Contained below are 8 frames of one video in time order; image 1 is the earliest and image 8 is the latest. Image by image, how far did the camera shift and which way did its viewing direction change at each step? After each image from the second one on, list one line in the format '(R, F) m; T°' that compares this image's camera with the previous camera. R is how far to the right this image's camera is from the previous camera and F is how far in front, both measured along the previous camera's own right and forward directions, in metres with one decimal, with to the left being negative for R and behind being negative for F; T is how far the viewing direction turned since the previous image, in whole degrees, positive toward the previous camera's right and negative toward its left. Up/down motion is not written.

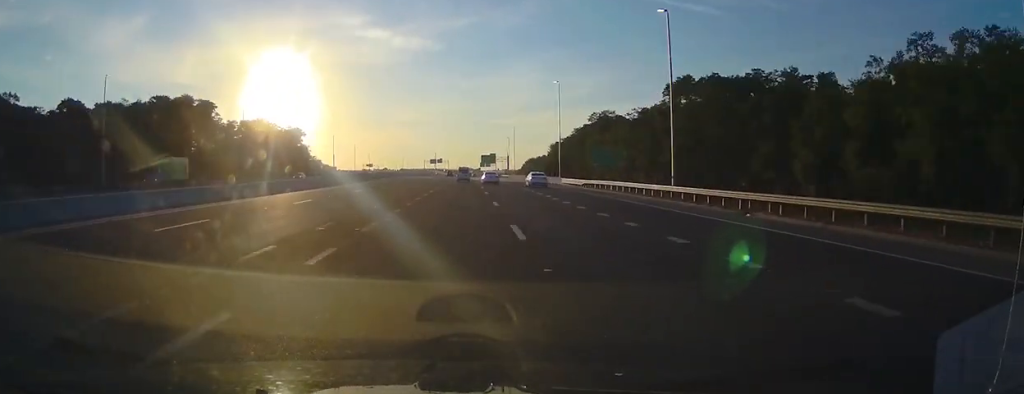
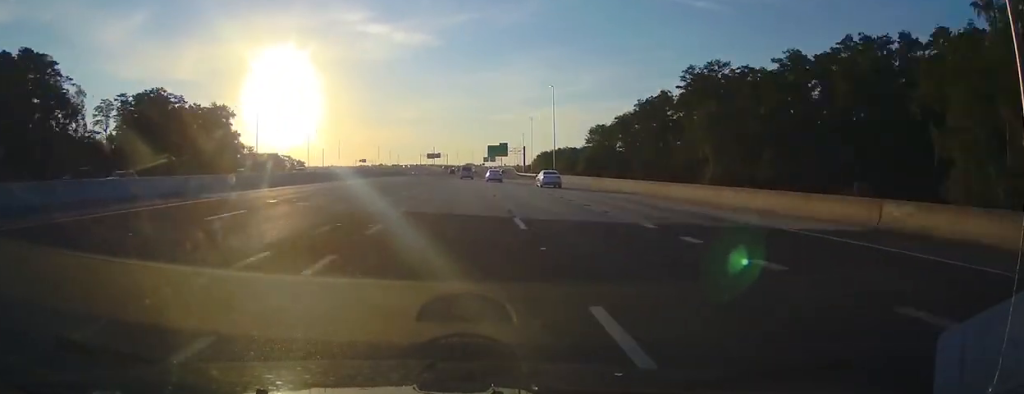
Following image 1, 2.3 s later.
(-0.4, +70.5) m; 0°
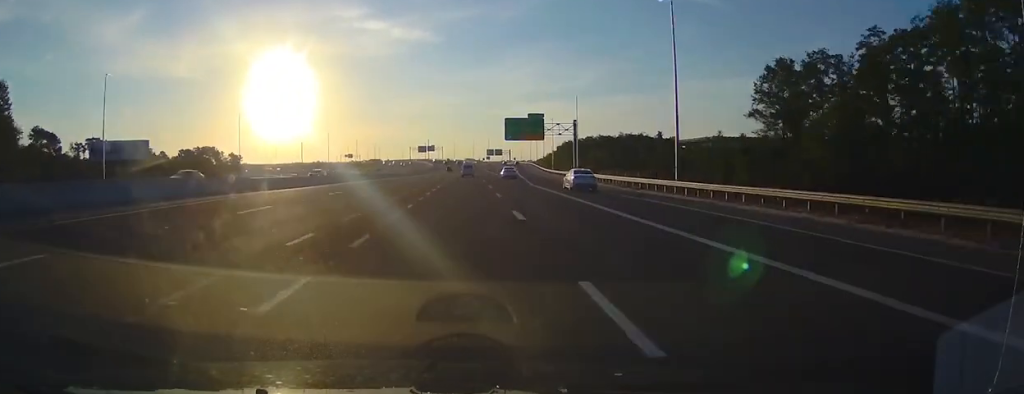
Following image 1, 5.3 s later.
(+0.5, +99.4) m; 0°
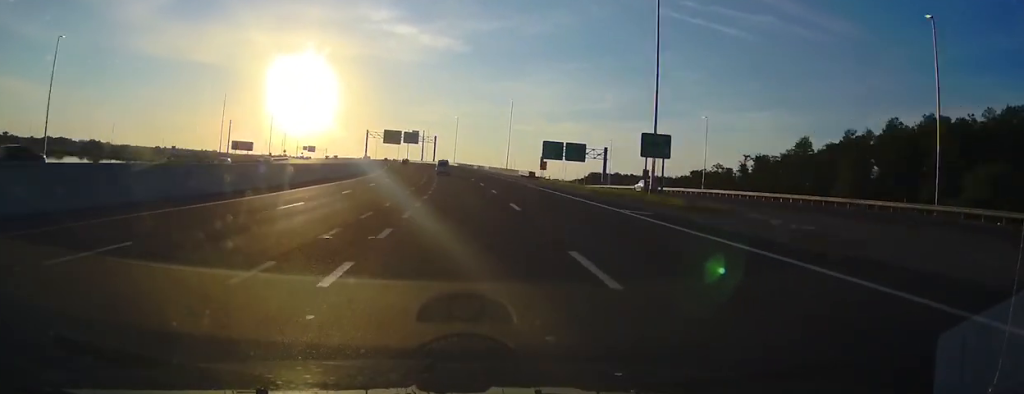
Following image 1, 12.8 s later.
(-5.8, +238.3) m; -6°
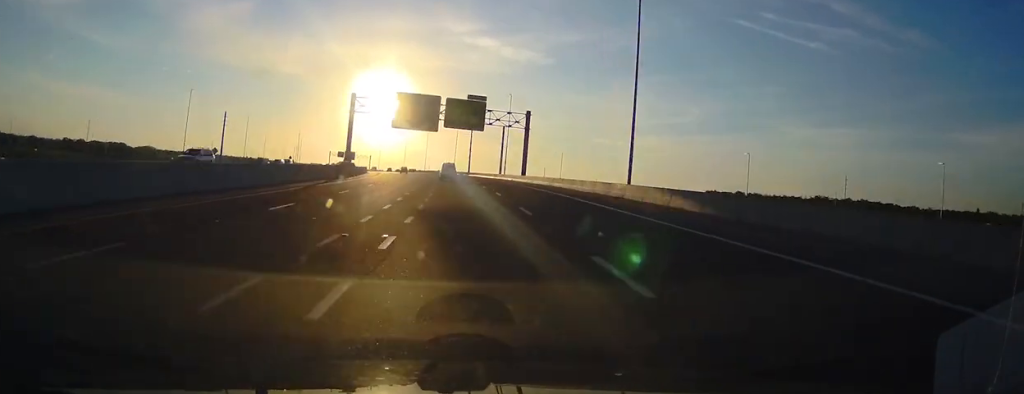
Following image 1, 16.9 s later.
(-8.2, +132.5) m; -8°
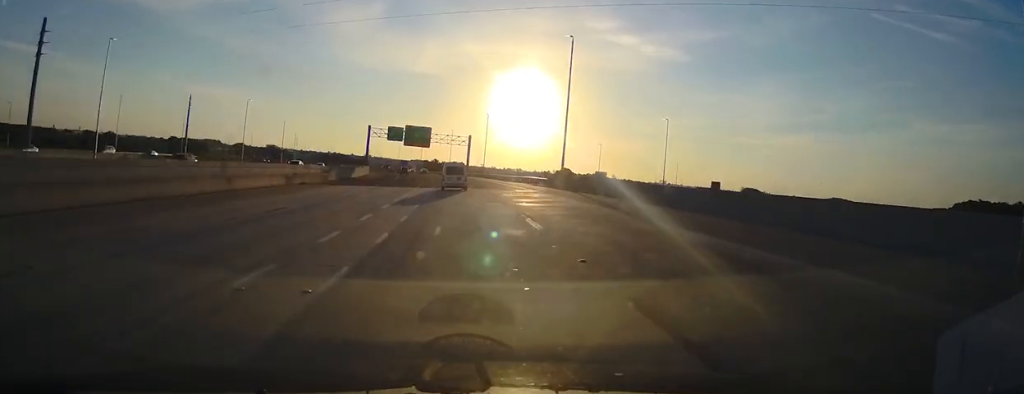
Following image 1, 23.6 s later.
(-25.2, +212.3) m; -14°
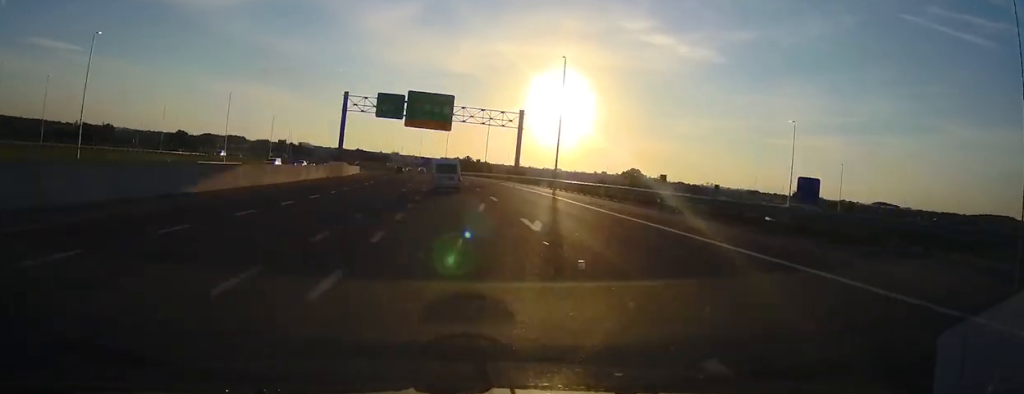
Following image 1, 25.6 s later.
(-3.0, +65.1) m; -5°
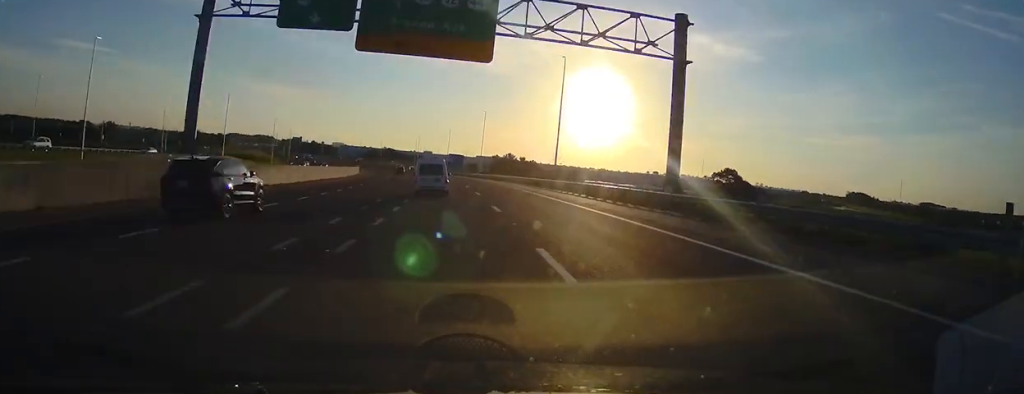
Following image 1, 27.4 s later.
(+0.1, +57.3) m; -4°
